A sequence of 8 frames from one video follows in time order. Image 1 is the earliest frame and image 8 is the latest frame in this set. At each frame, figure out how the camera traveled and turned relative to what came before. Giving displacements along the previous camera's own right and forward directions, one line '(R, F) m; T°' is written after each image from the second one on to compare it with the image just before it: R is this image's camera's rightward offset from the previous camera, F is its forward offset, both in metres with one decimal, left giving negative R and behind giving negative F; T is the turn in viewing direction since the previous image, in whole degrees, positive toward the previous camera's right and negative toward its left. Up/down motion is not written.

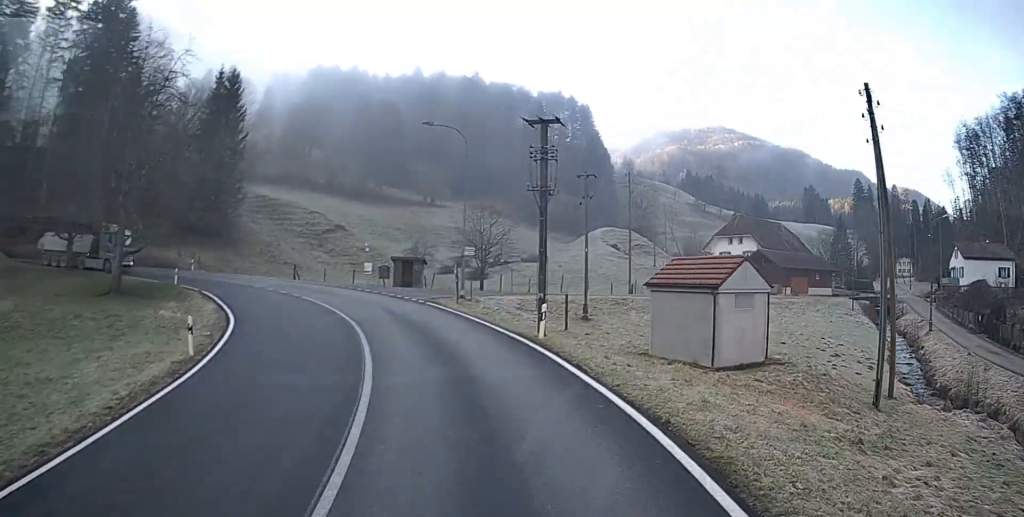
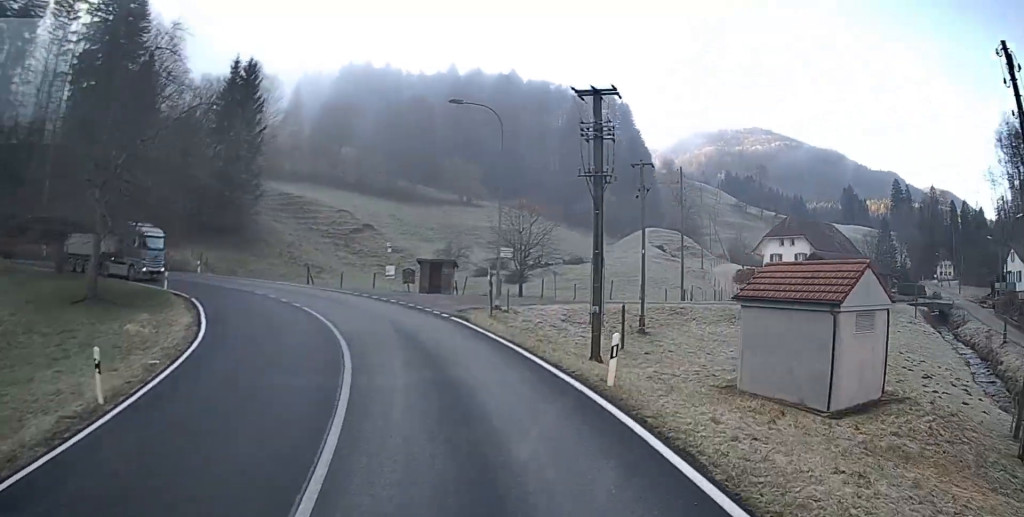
(-0.3, +5.2) m; -5°
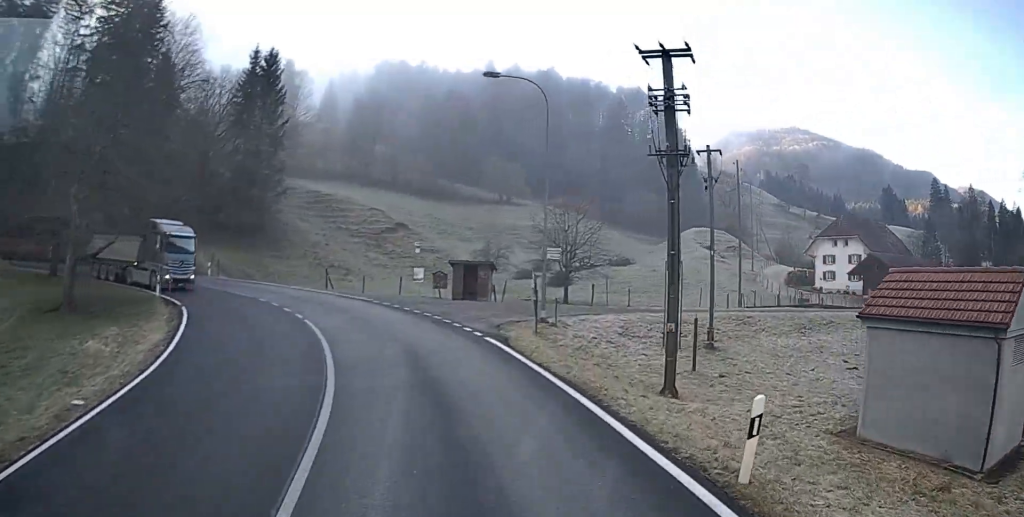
(0.0, +4.6) m; -4°
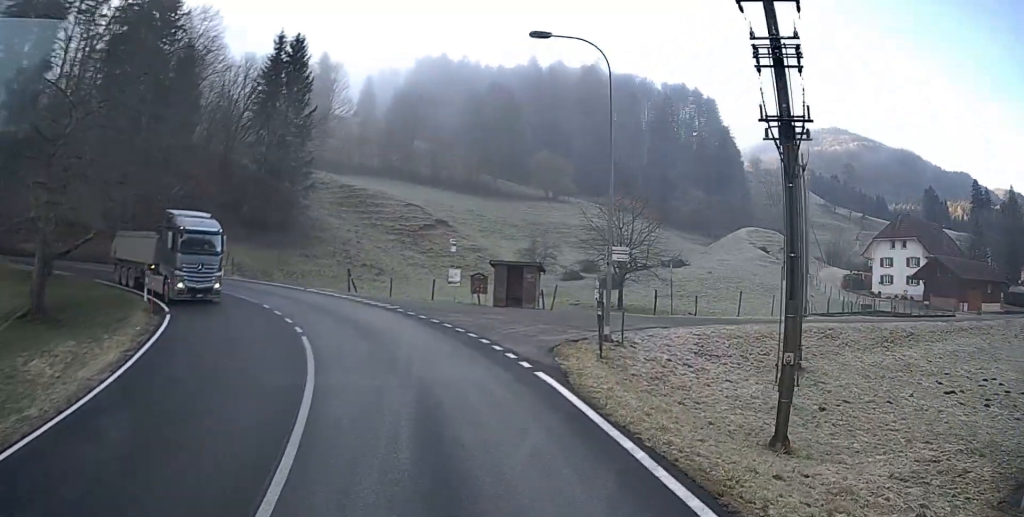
(-0.4, +4.6) m; -5°
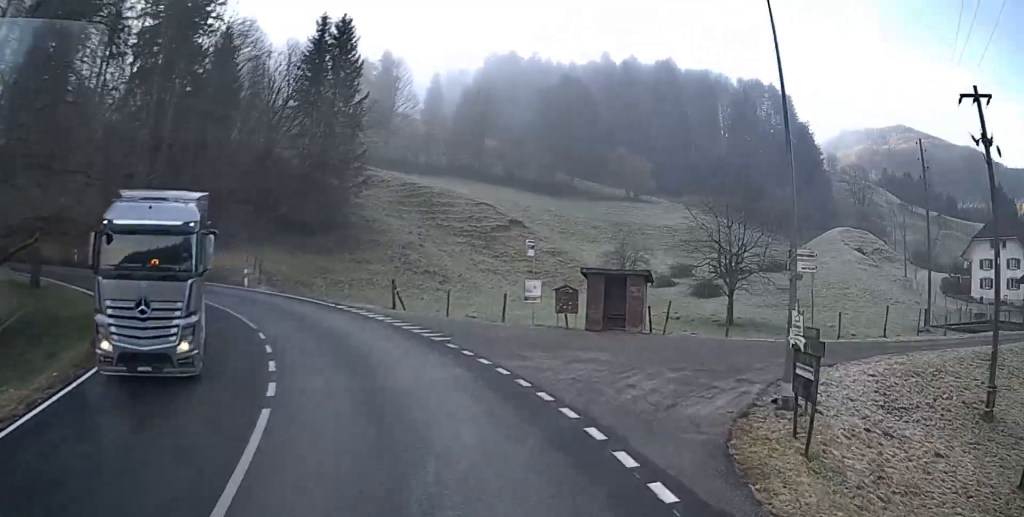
(-0.5, +7.5) m; -8°
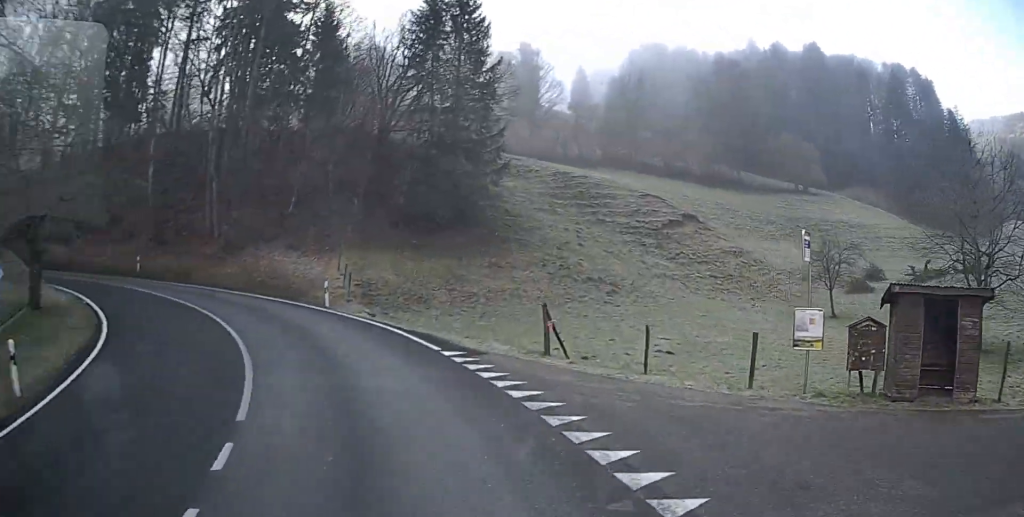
(-1.0, +10.5) m; -13°
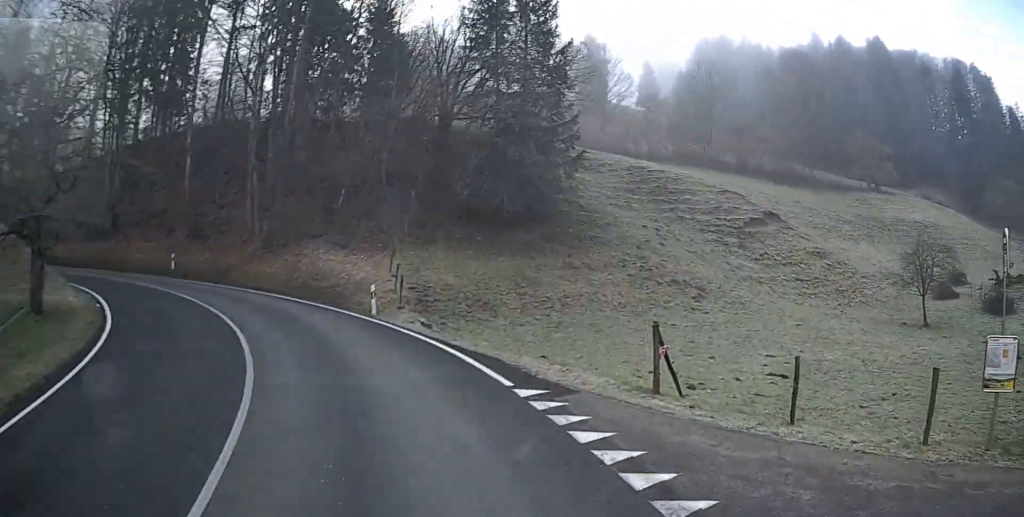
(0.0, +3.8) m; -6°
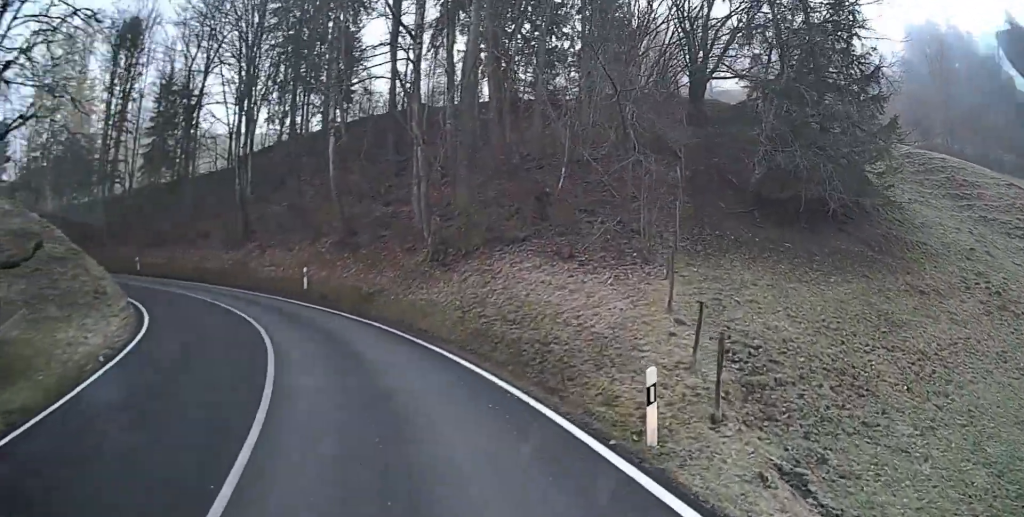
(-2.5, +12.7) m; -22°
